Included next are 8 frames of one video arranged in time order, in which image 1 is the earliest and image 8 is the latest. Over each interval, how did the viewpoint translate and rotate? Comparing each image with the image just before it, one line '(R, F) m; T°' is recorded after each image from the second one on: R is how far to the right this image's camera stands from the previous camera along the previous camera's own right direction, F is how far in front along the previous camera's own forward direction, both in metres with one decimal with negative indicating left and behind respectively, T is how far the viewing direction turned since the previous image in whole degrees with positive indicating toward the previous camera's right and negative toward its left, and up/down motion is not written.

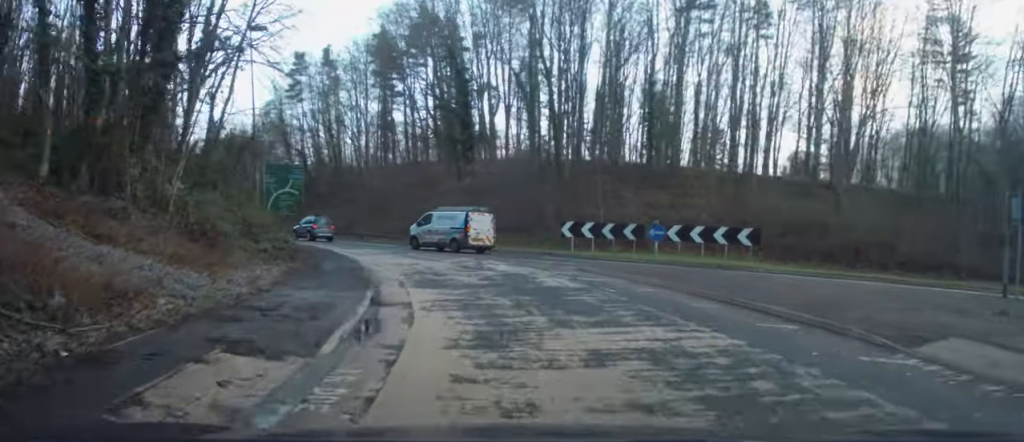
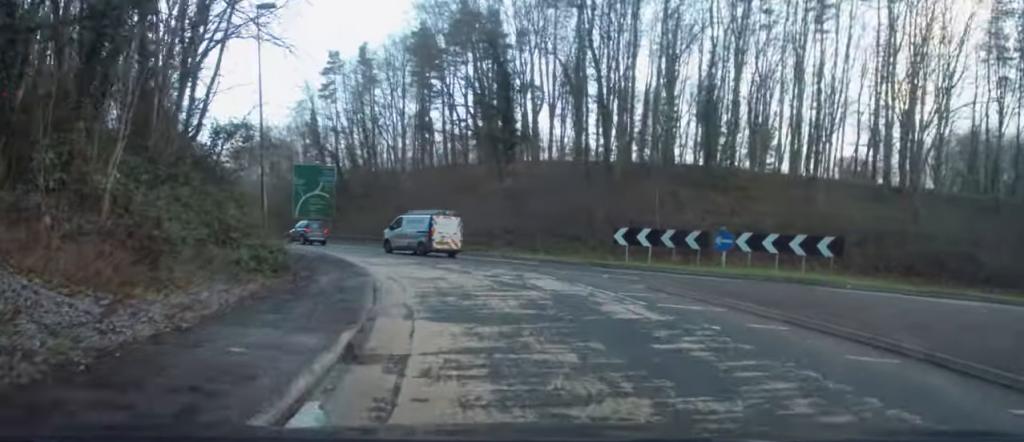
(-0.1, +4.3) m; -3°
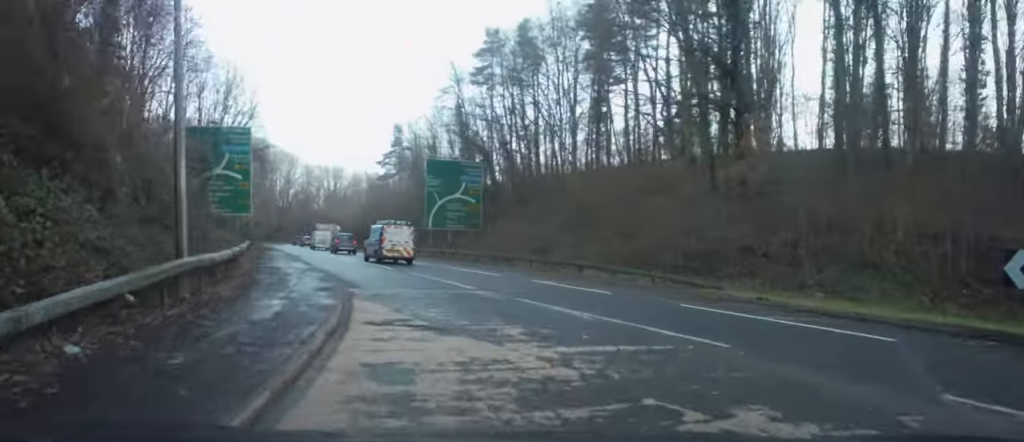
(-2.3, +16.7) m; -16°
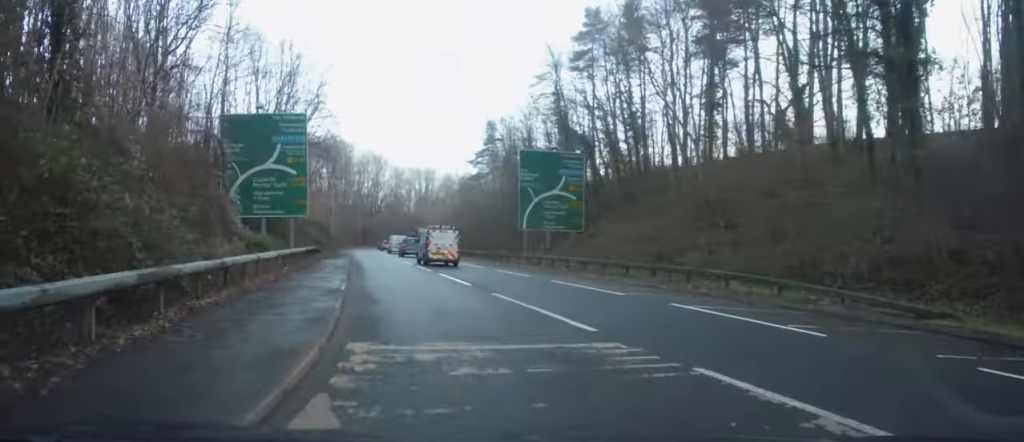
(-0.4, +7.0) m; -6°
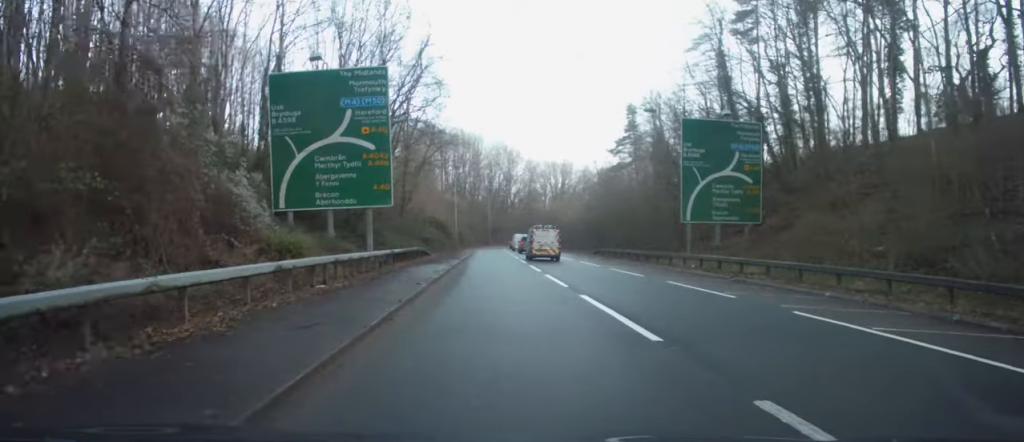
(-0.7, +10.5) m; -9°
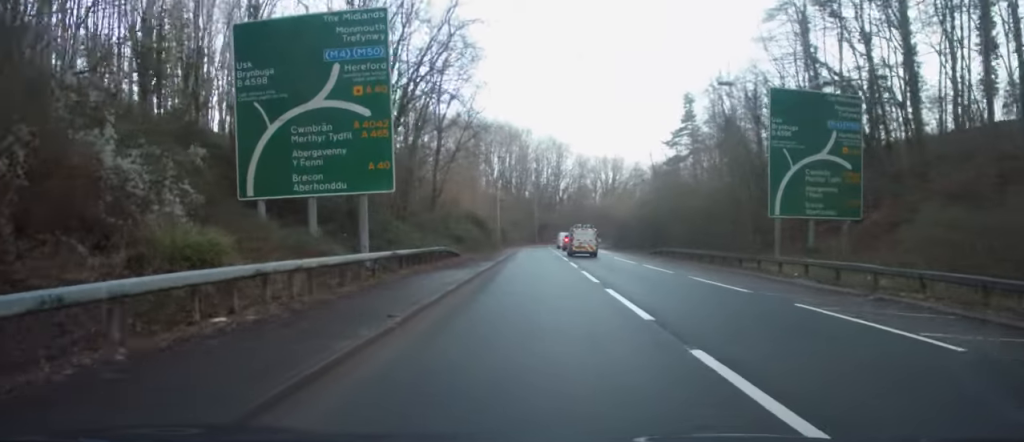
(-0.5, +7.0) m; -4°
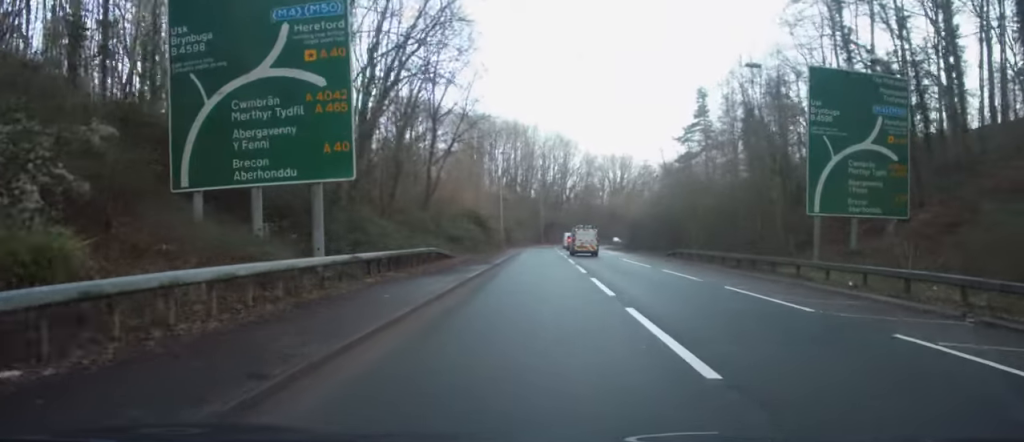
(-0.2, +4.1) m; -1°
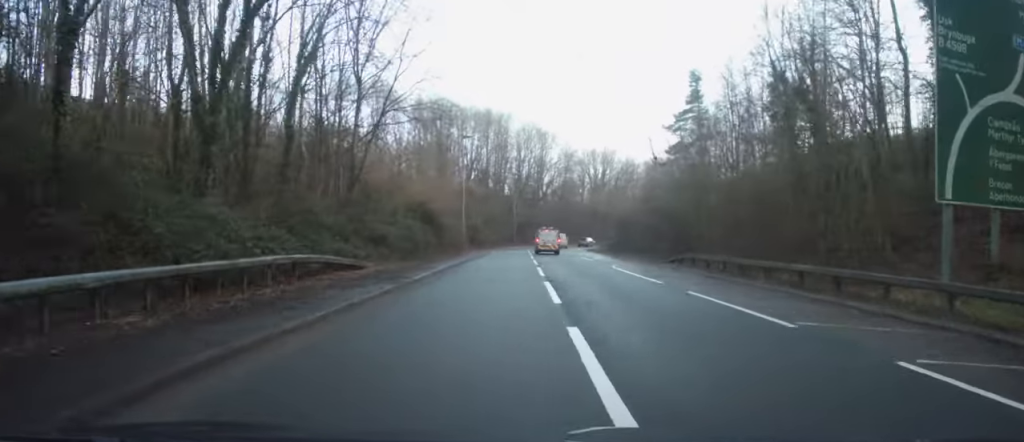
(+0.4, +11.0) m; +4°
